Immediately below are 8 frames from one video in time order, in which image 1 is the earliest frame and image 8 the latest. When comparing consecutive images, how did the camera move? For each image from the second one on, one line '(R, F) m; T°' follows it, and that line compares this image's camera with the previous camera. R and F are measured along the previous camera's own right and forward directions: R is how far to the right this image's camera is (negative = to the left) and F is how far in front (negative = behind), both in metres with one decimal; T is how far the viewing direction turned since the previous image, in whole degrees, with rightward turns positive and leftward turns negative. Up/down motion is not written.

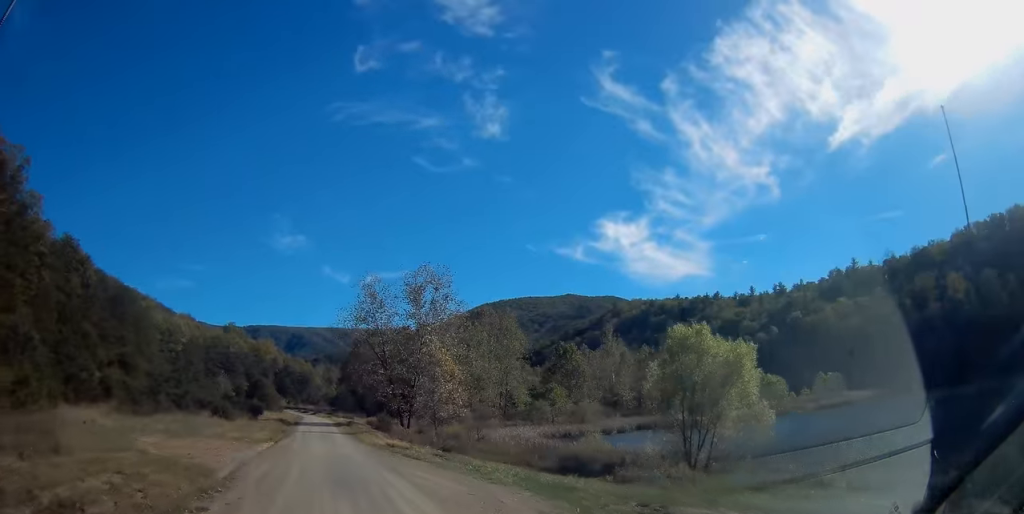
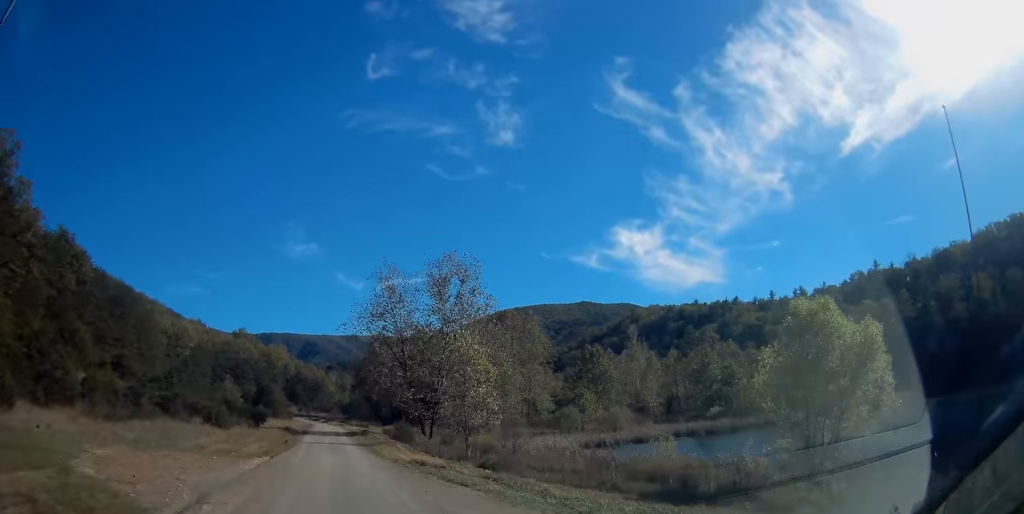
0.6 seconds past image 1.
(-0.2, +7.6) m; -2°
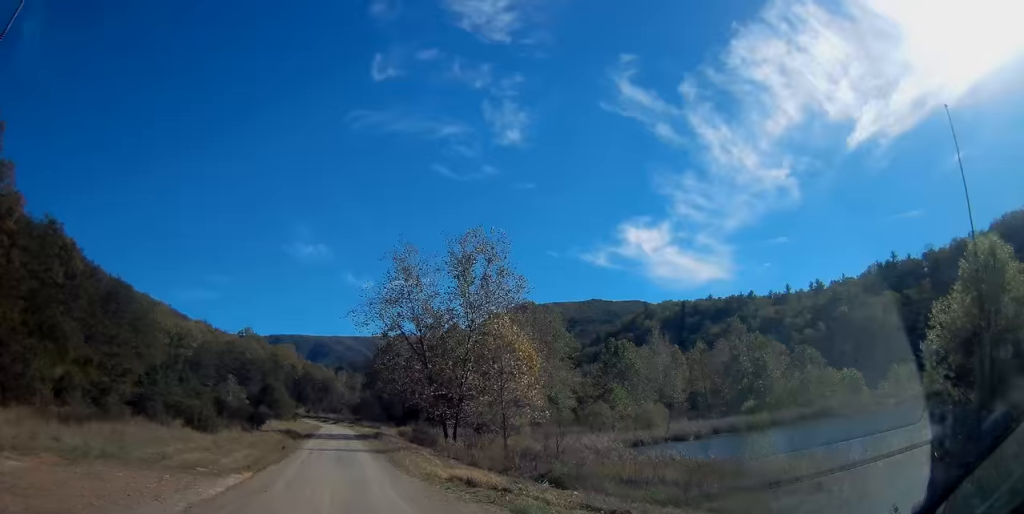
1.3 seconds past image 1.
(-0.1, +7.9) m; -1°
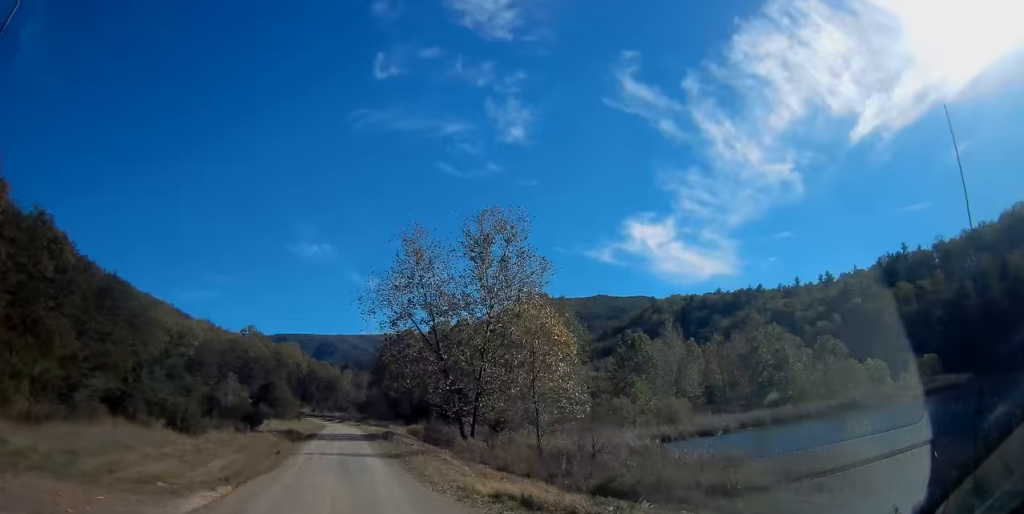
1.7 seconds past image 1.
(0.0, +5.1) m; 0°
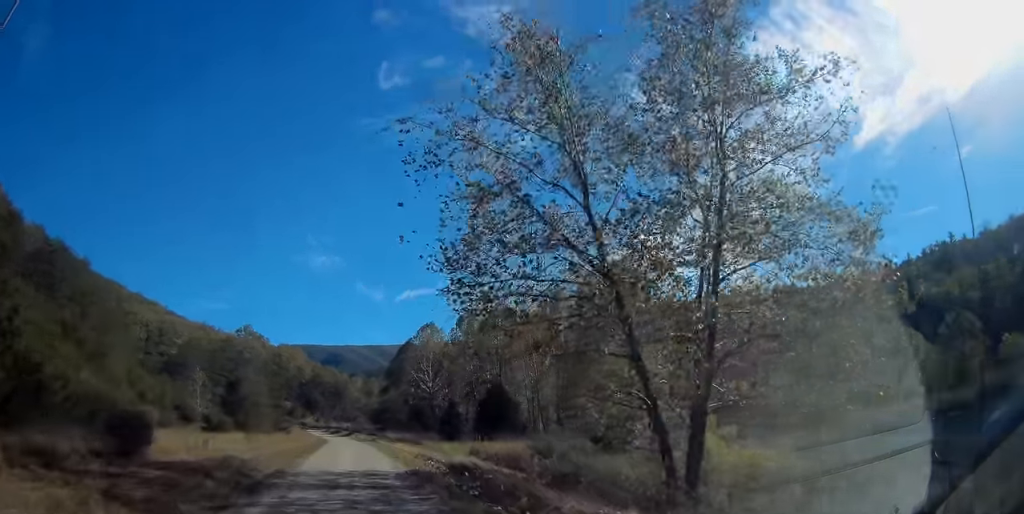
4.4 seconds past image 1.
(-0.1, +30.4) m; 0°
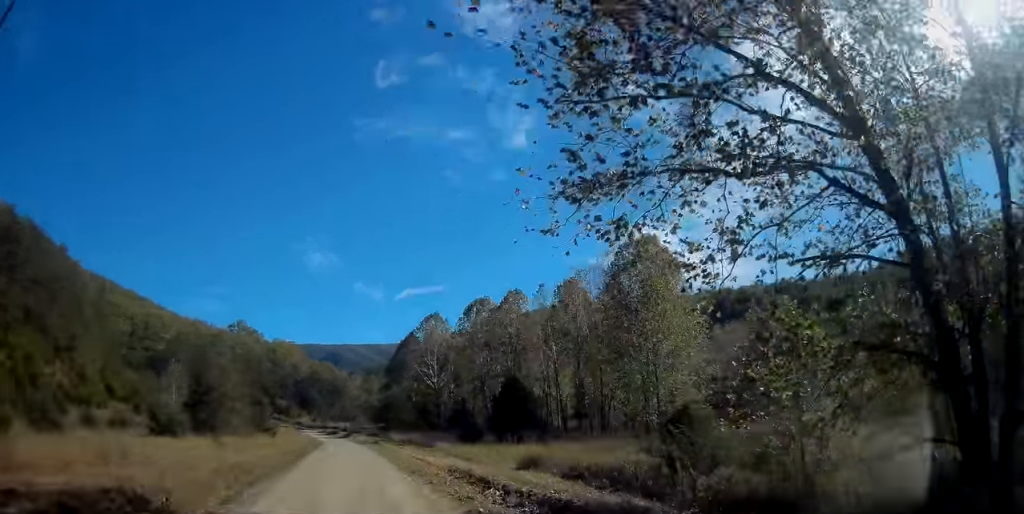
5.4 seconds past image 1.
(0.0, +11.4) m; 0°
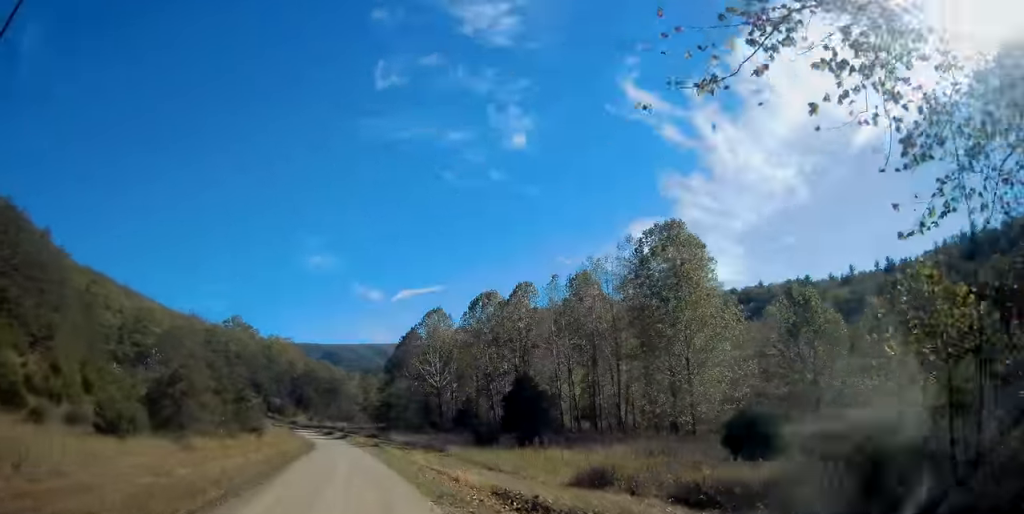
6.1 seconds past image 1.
(0.0, +7.0) m; +1°
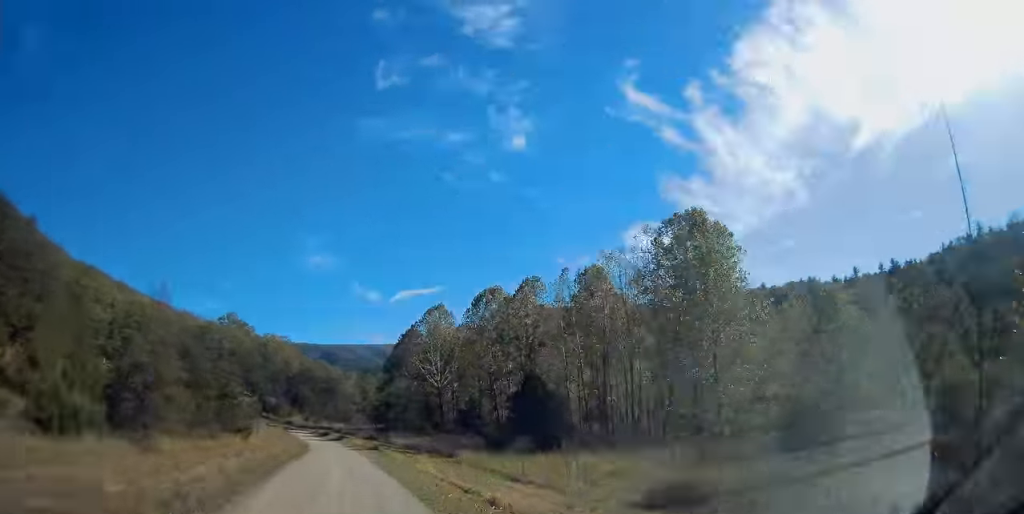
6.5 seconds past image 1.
(+0.1, +5.3) m; 0°
